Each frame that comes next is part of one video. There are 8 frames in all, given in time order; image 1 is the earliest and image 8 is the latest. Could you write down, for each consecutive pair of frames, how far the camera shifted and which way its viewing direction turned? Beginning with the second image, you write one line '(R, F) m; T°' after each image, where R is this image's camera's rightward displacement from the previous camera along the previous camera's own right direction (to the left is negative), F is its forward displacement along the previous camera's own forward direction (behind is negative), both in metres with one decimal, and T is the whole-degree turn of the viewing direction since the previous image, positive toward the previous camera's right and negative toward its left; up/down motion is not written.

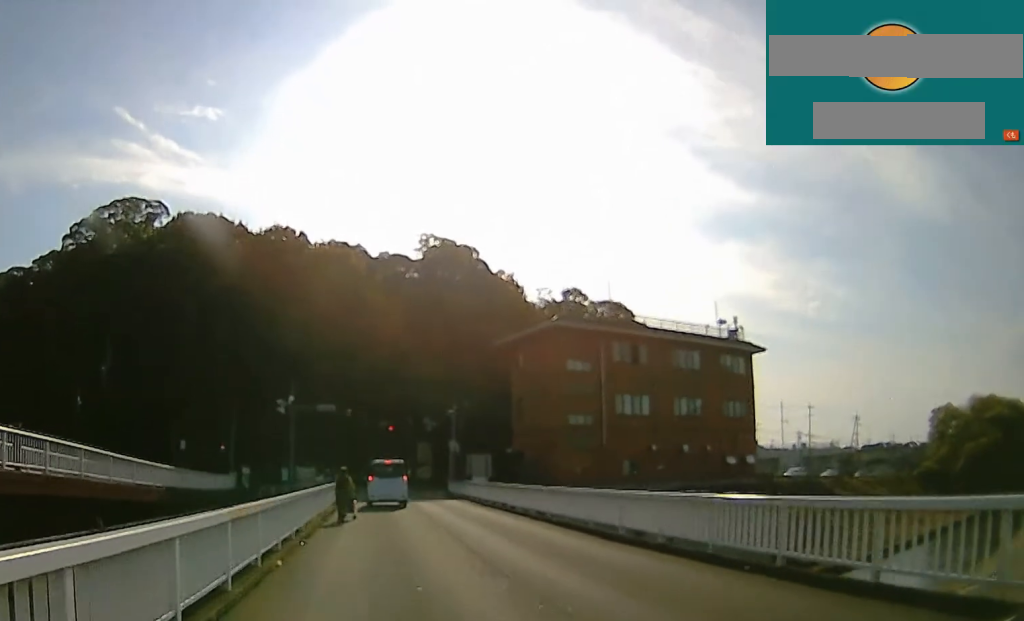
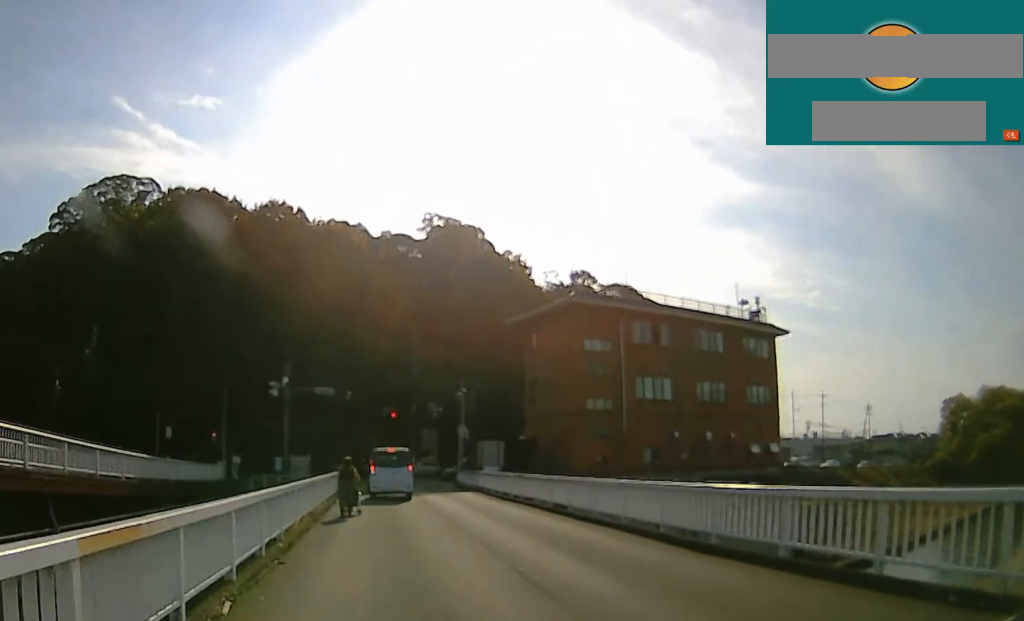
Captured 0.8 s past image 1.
(0.0, +3.8) m; 0°
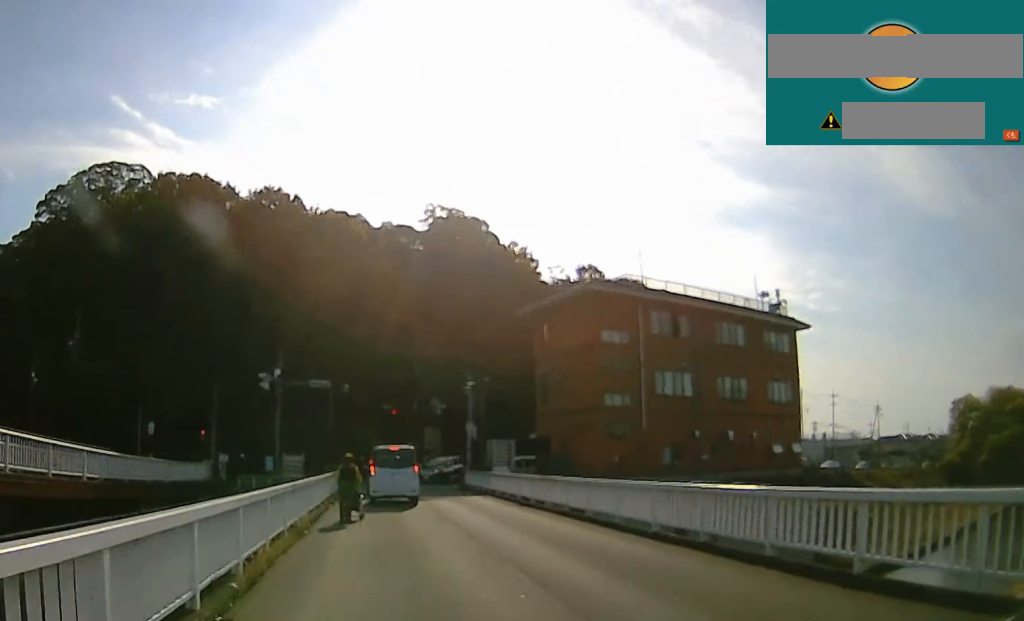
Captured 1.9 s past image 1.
(0.0, +4.5) m; 0°
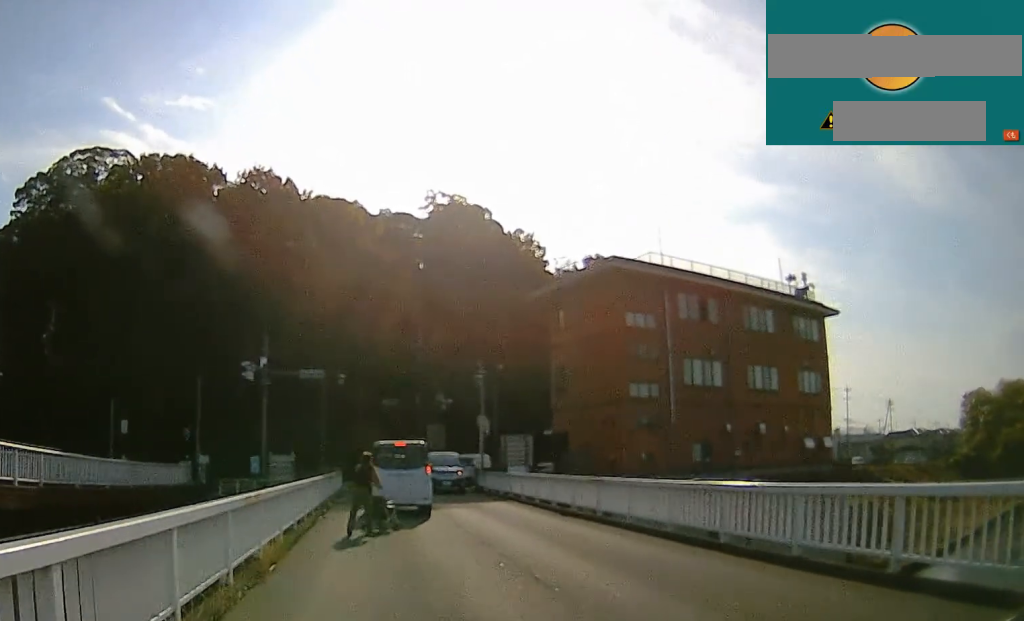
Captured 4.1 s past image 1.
(0.0, +8.4) m; 0°
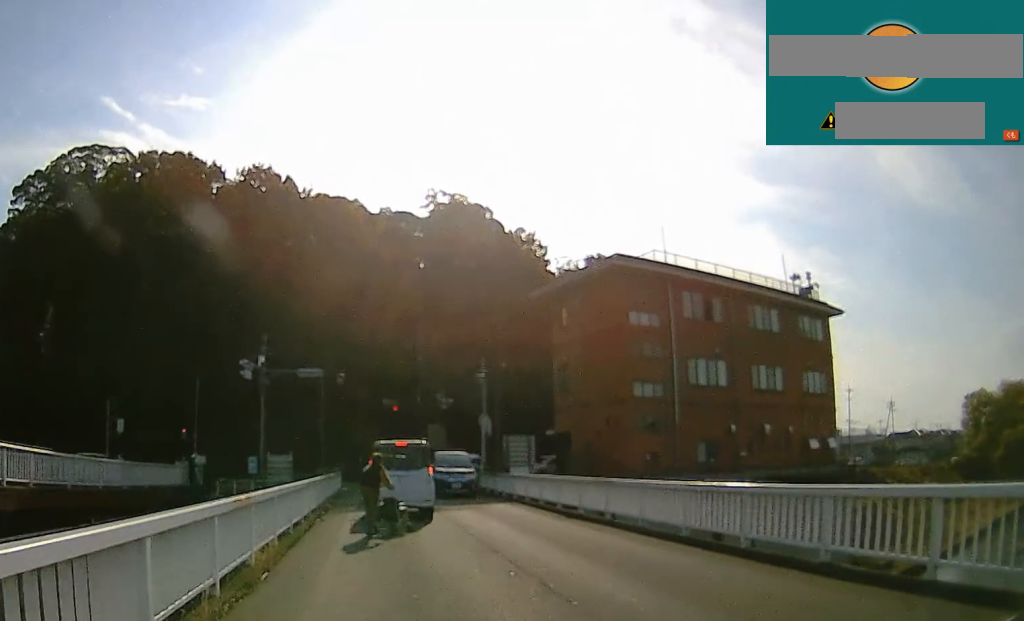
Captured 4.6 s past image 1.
(0.0, +1.3) m; 0°
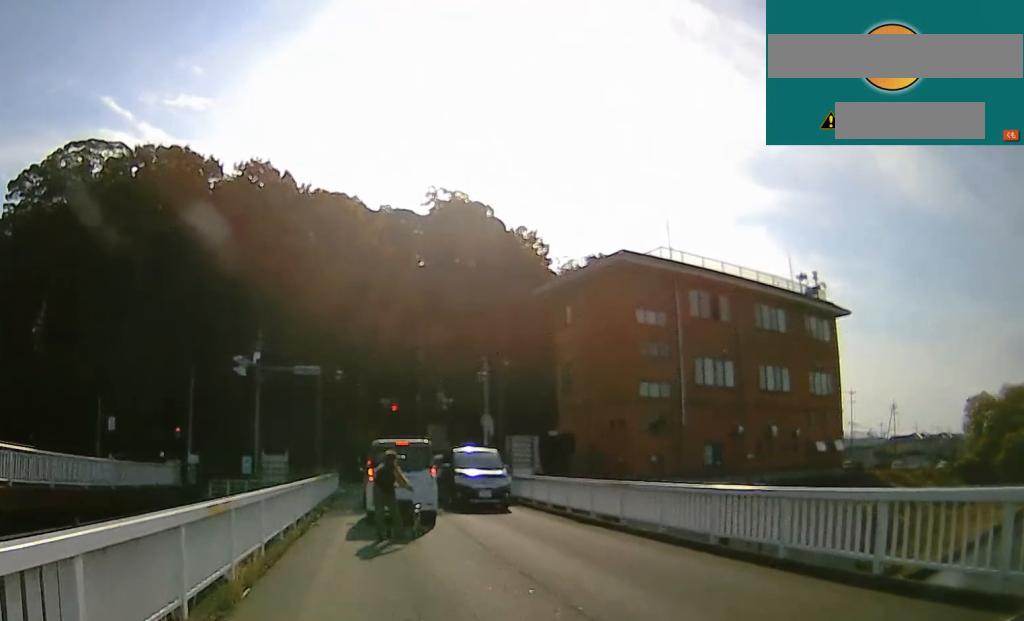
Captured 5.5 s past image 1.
(0.0, +2.7) m; 0°
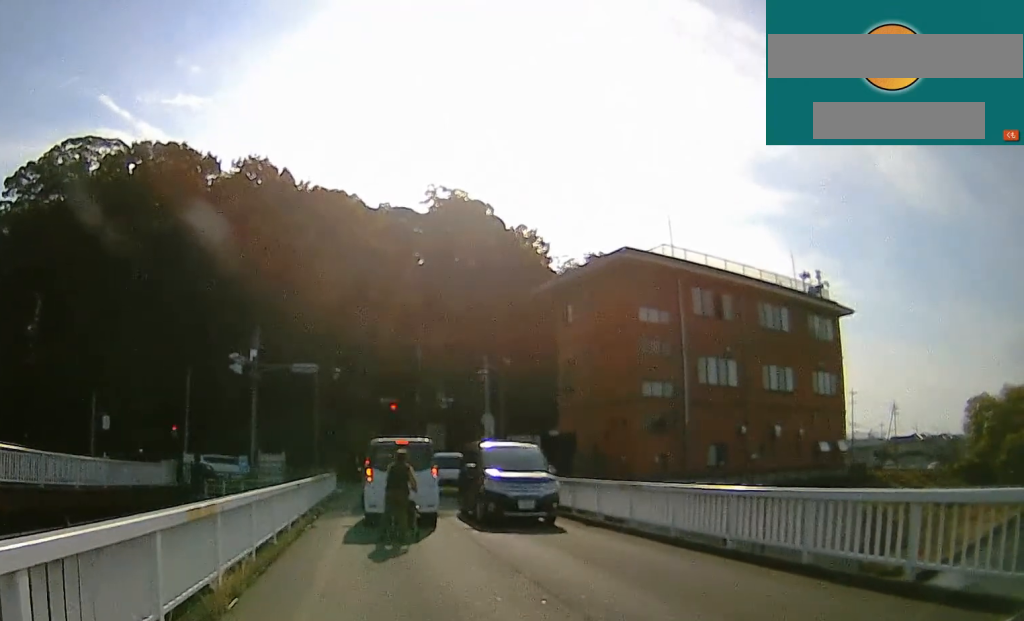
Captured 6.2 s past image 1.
(0.0, +1.9) m; 0°
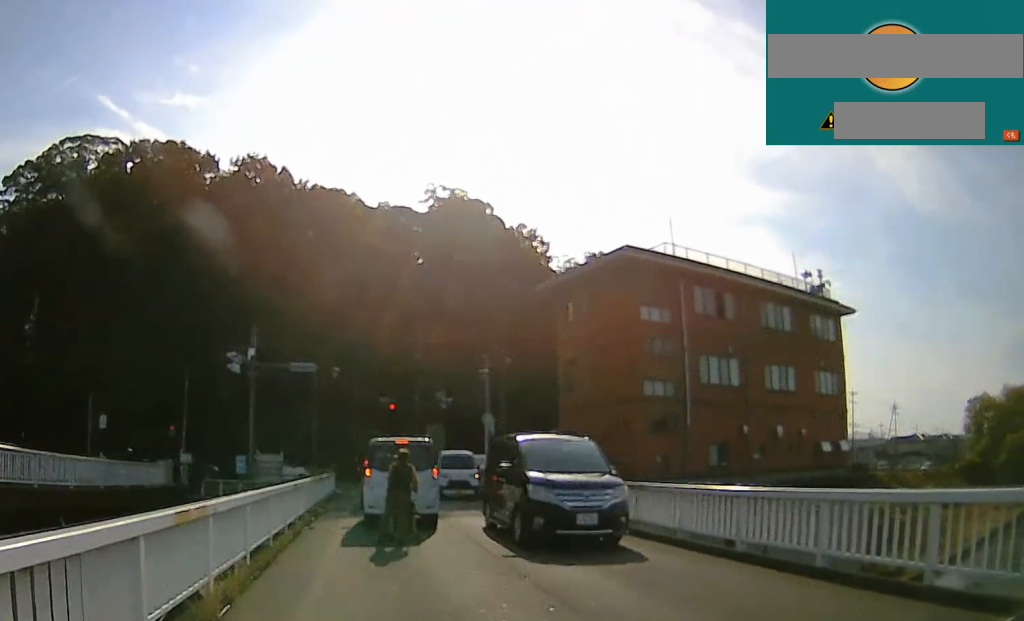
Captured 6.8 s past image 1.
(0.0, +1.2) m; 0°
